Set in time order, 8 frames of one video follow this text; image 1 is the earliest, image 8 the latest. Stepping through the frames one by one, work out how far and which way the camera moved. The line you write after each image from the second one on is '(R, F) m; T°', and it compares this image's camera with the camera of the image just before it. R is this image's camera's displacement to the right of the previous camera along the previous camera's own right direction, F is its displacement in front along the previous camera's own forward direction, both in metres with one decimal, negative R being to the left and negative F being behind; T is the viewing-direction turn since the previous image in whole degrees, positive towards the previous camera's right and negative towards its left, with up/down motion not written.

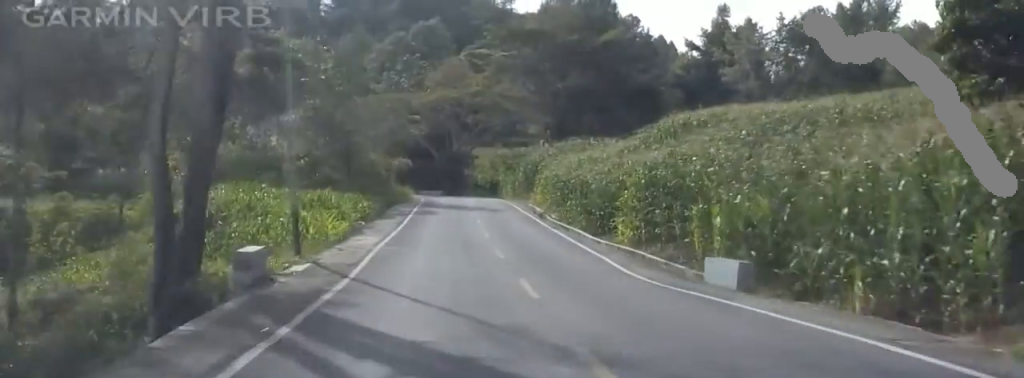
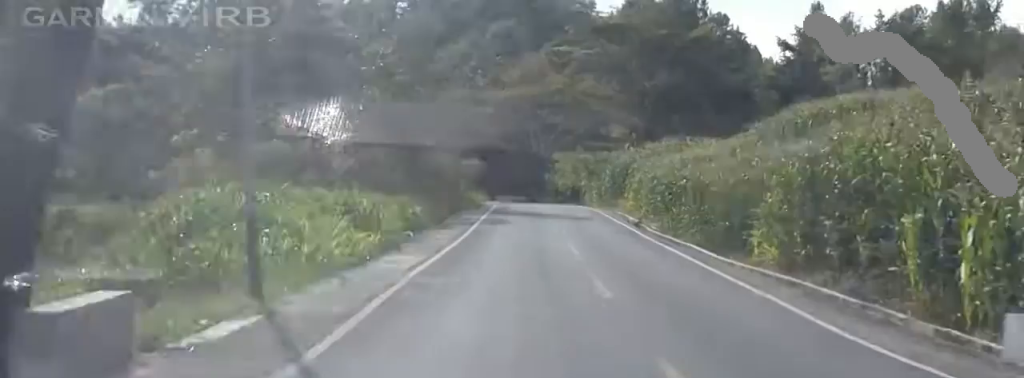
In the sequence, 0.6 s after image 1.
(-0.6, +8.4) m; -5°
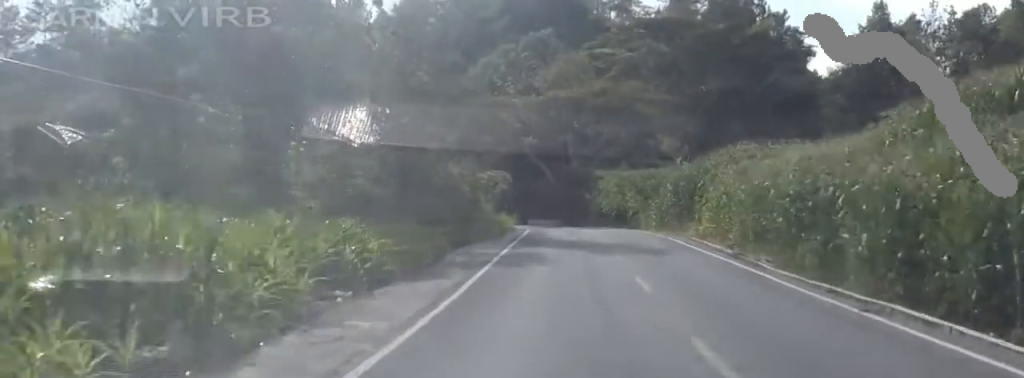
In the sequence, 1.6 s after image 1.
(-0.9, +13.2) m; -3°
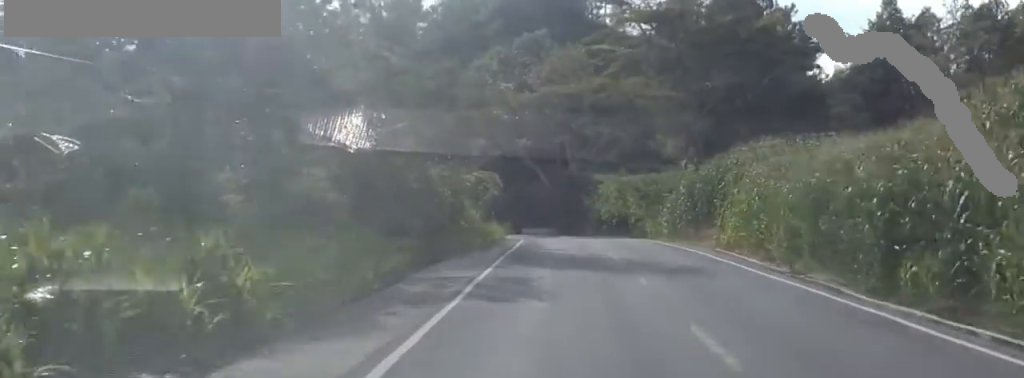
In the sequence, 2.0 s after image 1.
(-0.3, +6.5) m; 0°
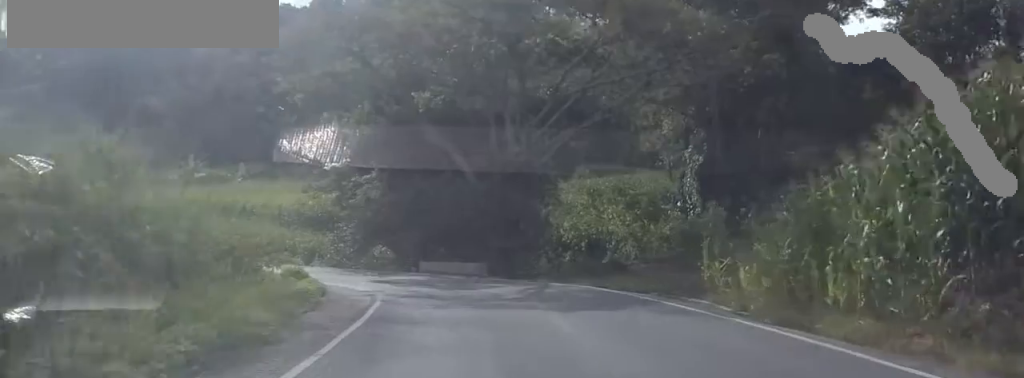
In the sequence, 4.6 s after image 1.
(-0.5, +33.0) m; -4°
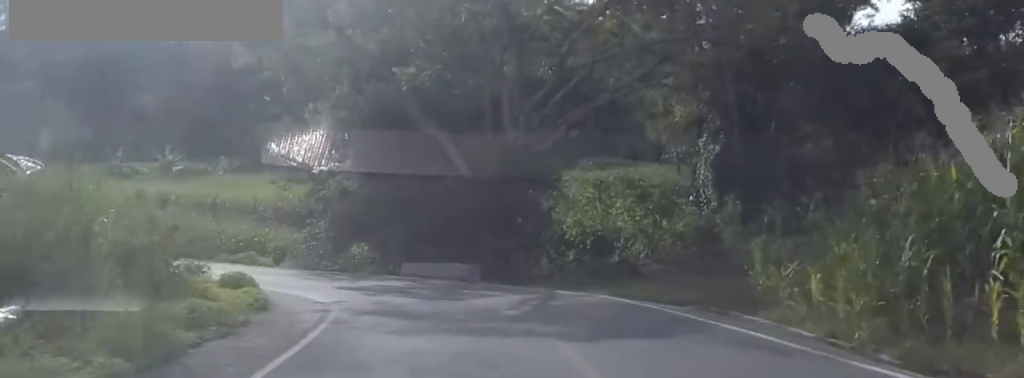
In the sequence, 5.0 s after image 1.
(0.0, +5.3) m; -1°
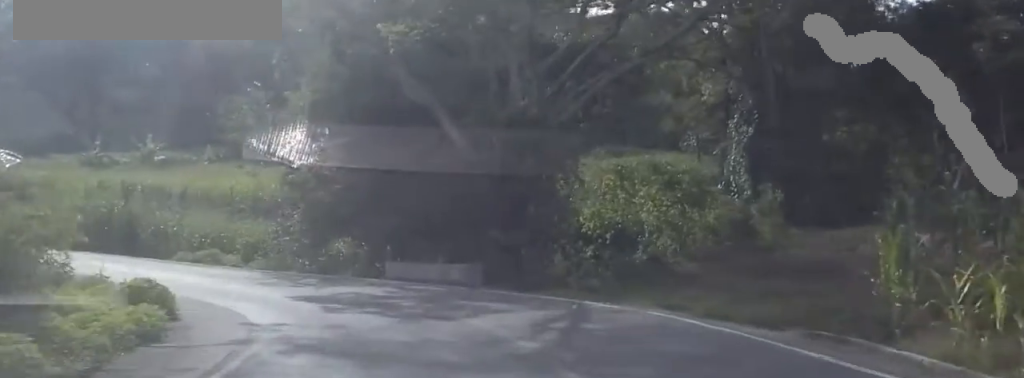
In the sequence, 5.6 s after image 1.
(+0.1, +5.9) m; -3°
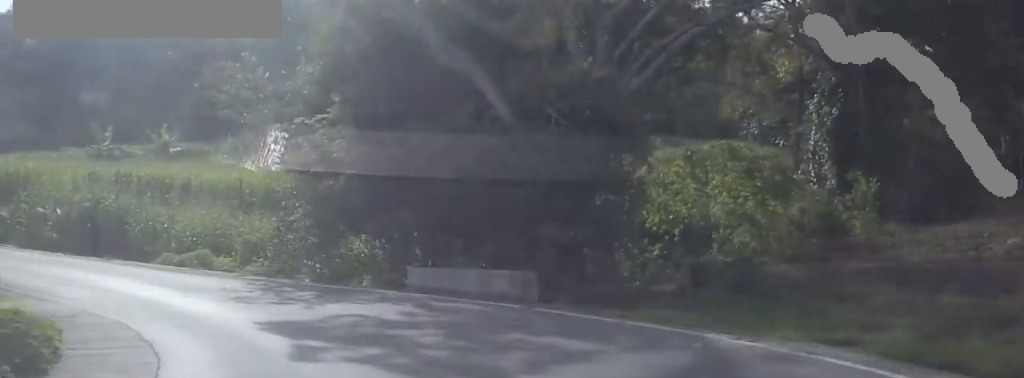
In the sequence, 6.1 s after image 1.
(0.0, +6.3) m; -4°
